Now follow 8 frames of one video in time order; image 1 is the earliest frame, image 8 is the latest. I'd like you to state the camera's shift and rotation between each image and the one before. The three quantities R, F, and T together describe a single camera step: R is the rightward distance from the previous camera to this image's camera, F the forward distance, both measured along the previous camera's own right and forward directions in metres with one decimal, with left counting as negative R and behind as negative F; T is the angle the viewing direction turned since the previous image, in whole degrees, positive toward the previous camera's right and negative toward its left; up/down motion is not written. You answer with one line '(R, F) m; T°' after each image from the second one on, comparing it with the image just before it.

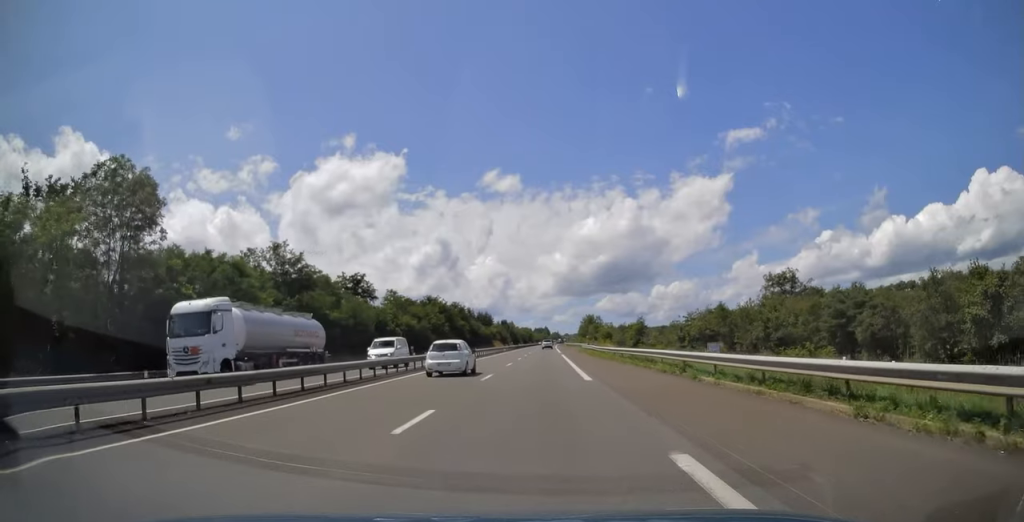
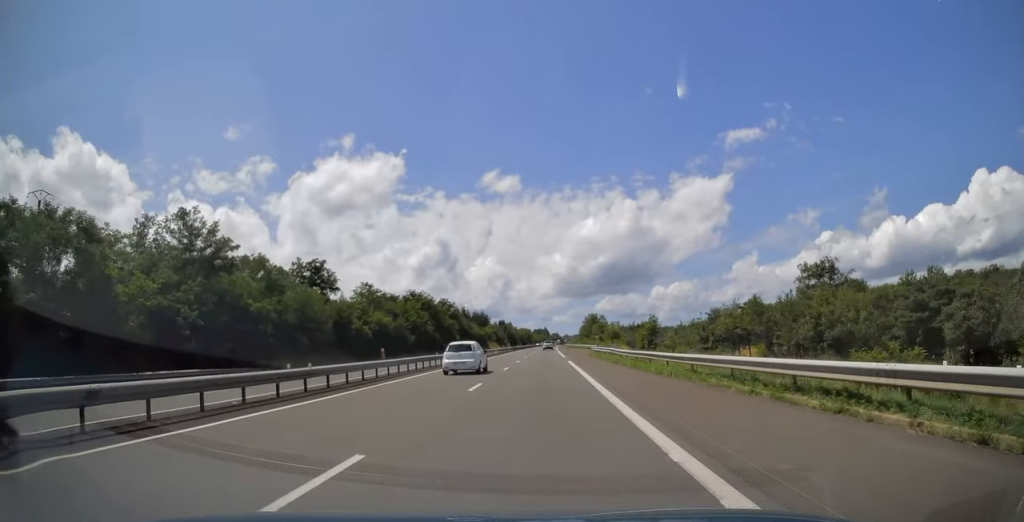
(0.0, +17.8) m; 0°
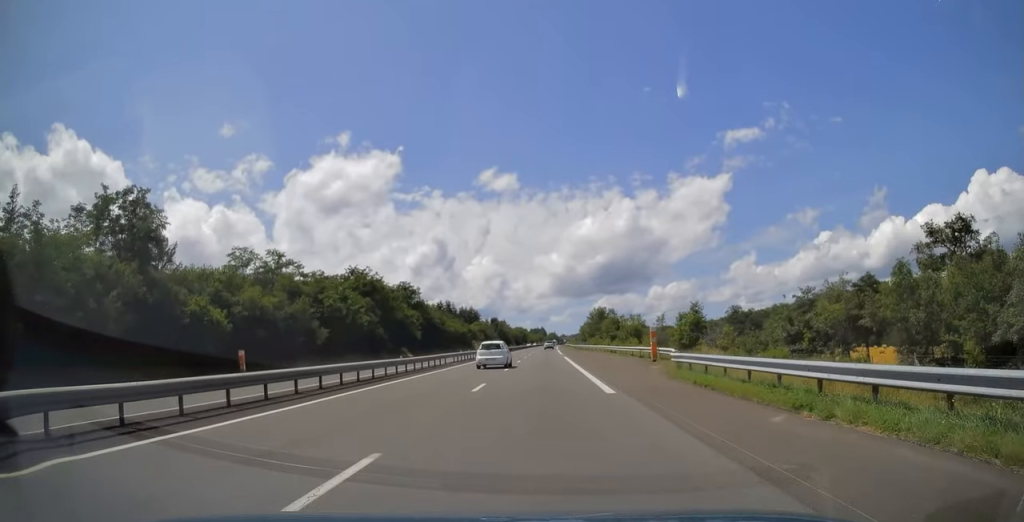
(0.0, +38.8) m; 0°
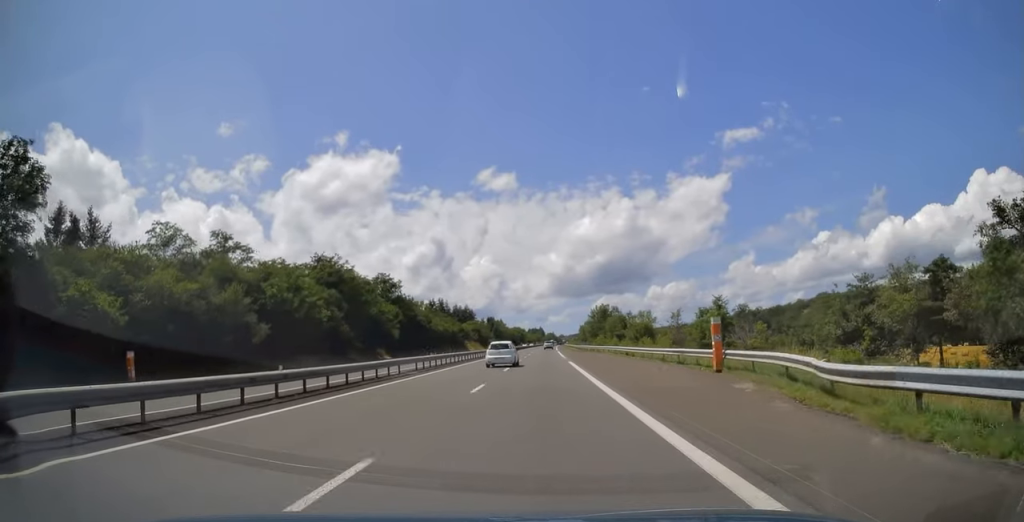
(0.0, +13.3) m; 0°
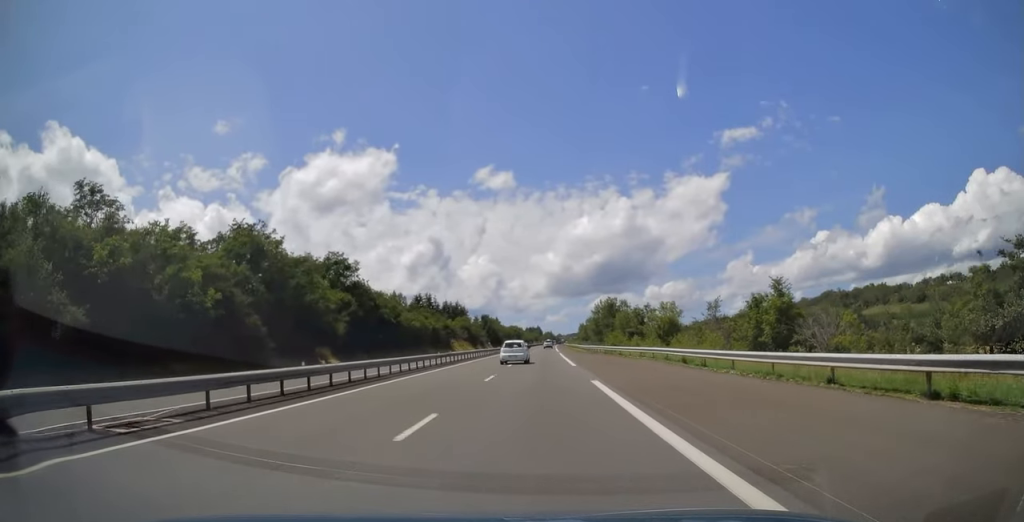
(0.0, +21.5) m; 0°
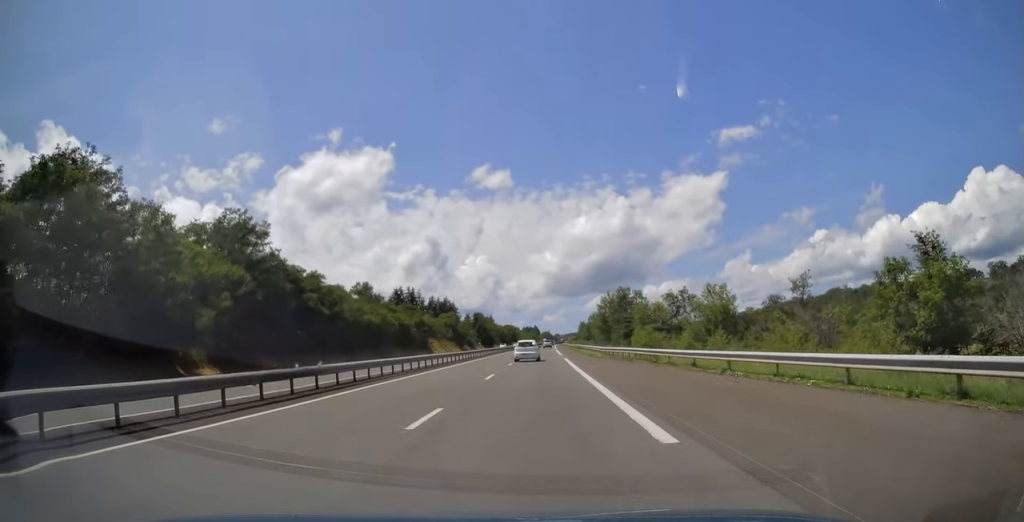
(0.0, +25.0) m; 0°
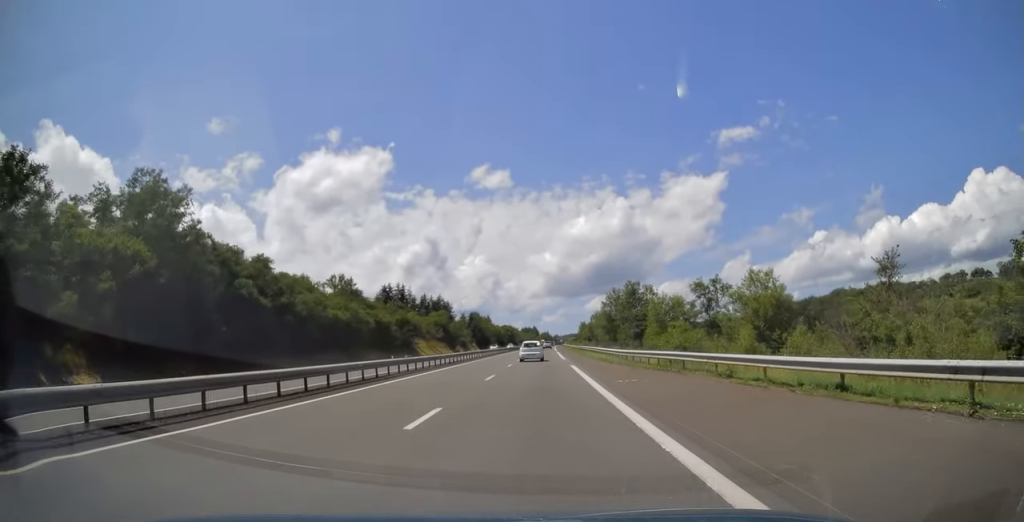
(0.0, +12.8) m; 0°
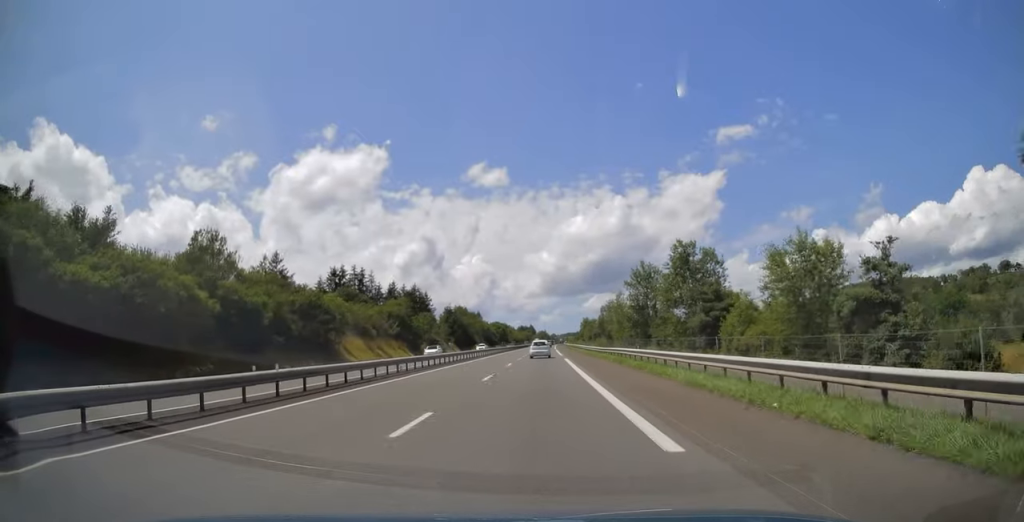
(+0.3, +39.8) m; +1°
